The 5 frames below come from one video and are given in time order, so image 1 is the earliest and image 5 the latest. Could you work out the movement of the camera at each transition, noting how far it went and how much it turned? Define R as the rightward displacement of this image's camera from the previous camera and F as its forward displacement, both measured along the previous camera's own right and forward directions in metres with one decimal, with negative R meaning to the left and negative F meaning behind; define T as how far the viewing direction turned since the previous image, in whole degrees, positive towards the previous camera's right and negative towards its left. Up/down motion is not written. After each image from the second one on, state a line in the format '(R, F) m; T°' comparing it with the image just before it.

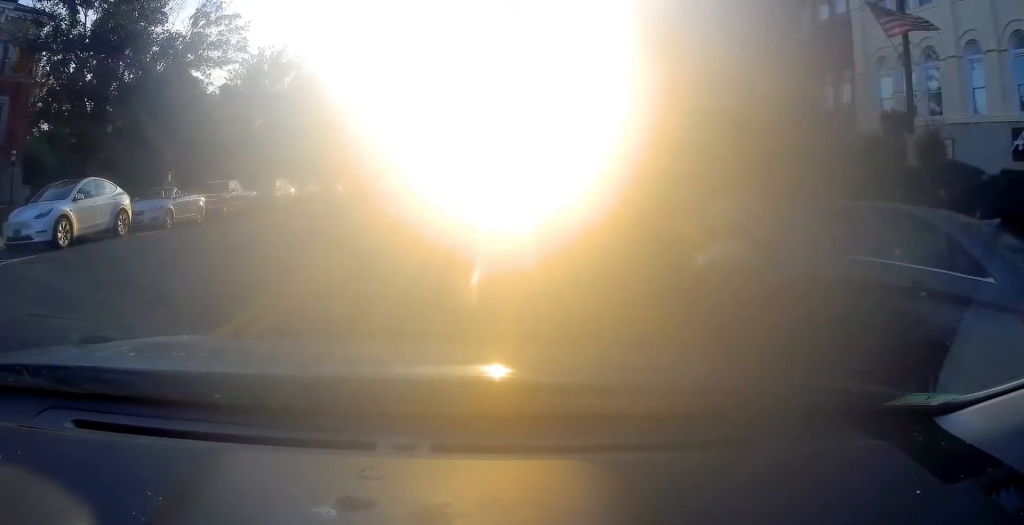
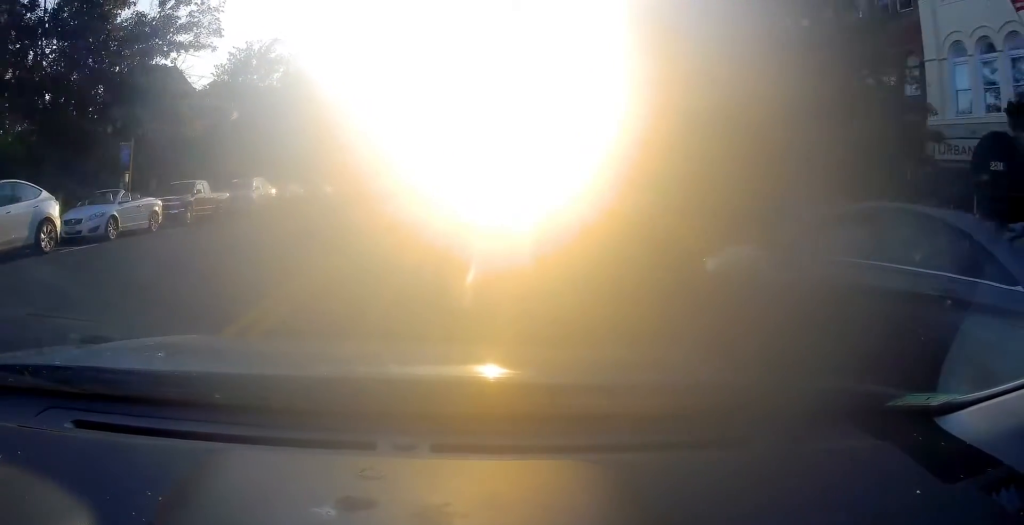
(0.0, +3.7) m; -2°
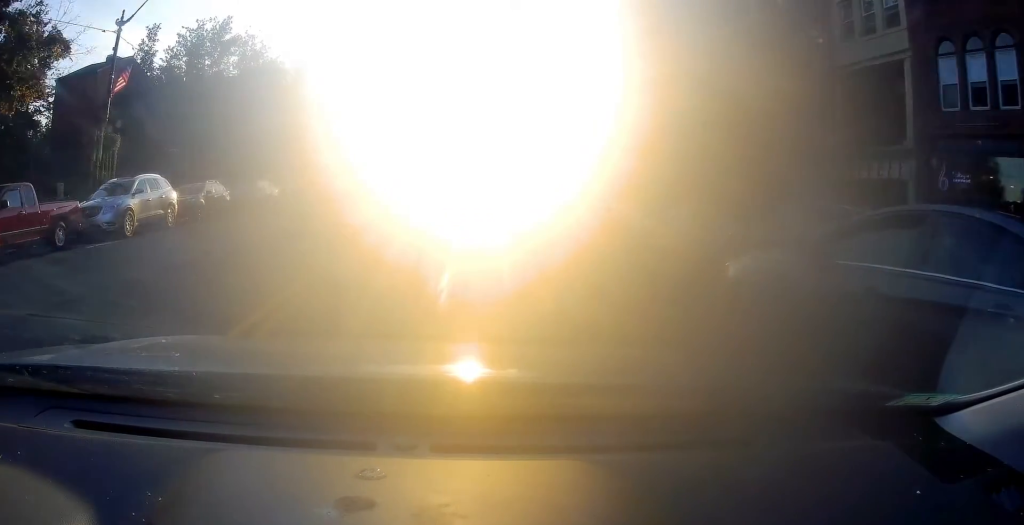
(-0.5, +11.3) m; -3°
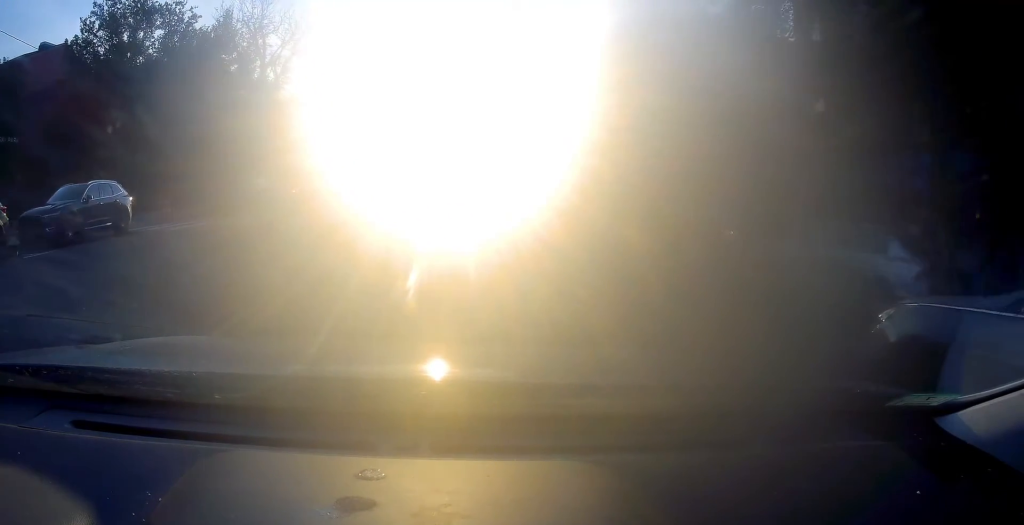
(+0.6, +12.8) m; +16°
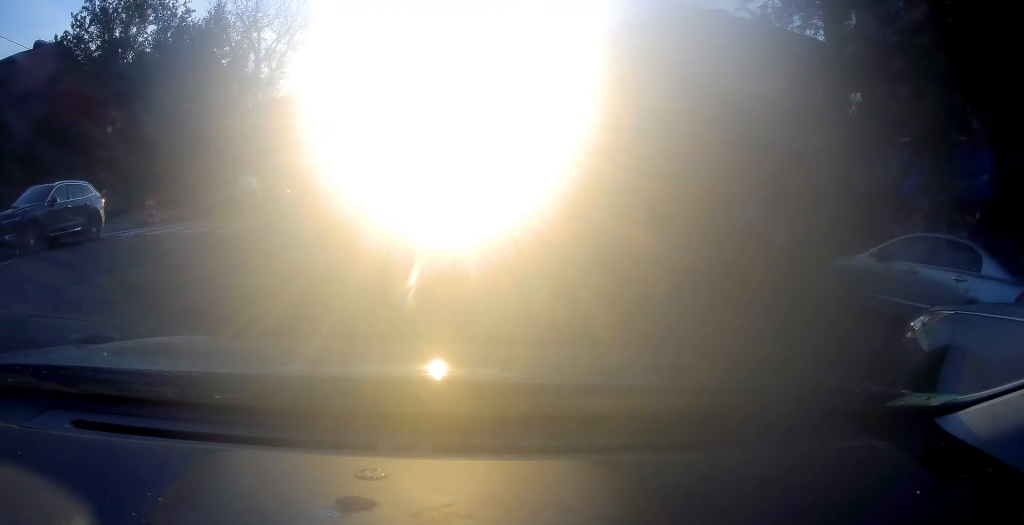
(+0.1, +1.2) m; 0°
